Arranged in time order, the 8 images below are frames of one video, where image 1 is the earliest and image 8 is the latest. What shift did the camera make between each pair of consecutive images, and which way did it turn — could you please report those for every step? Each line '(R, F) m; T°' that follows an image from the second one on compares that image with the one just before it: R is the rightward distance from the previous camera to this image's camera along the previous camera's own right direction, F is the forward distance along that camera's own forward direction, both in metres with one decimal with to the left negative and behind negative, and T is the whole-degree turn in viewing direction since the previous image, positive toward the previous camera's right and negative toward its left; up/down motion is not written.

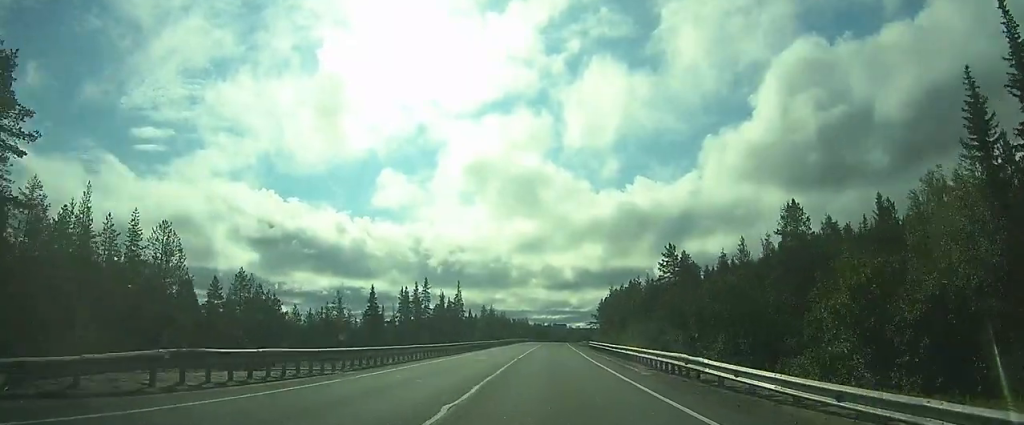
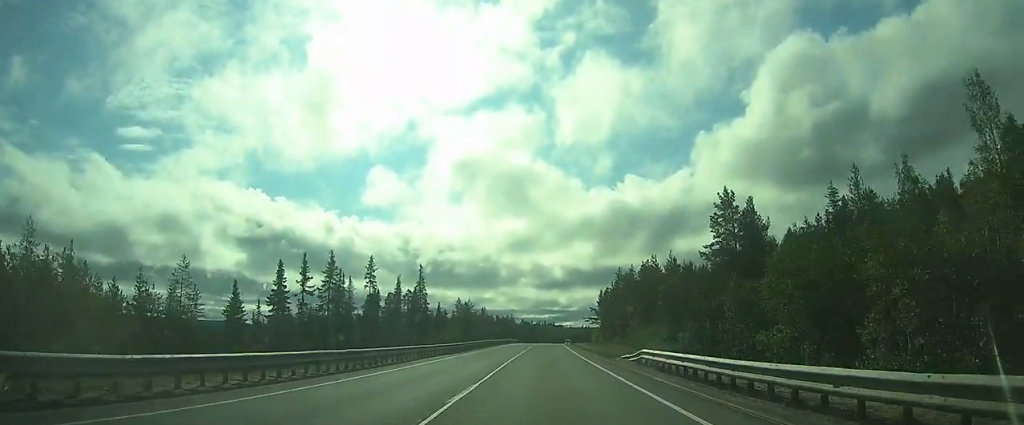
(0.0, +24.0) m; 0°
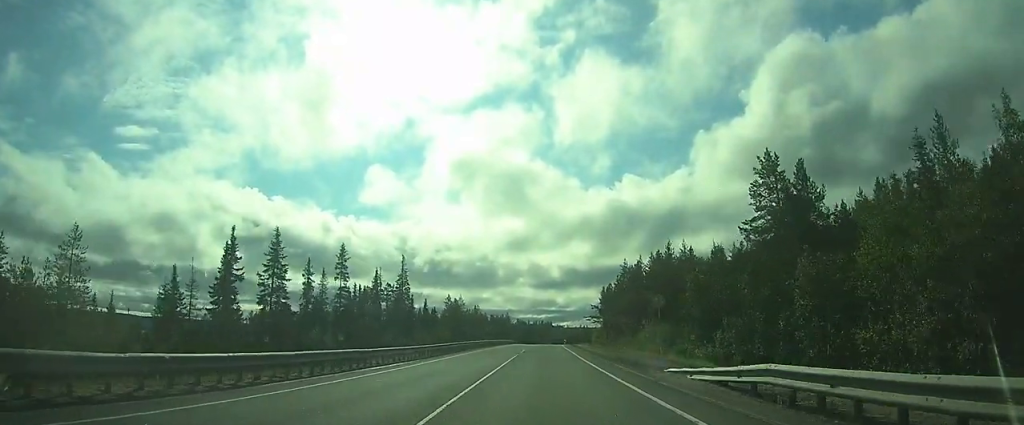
(0.0, +8.9) m; 0°
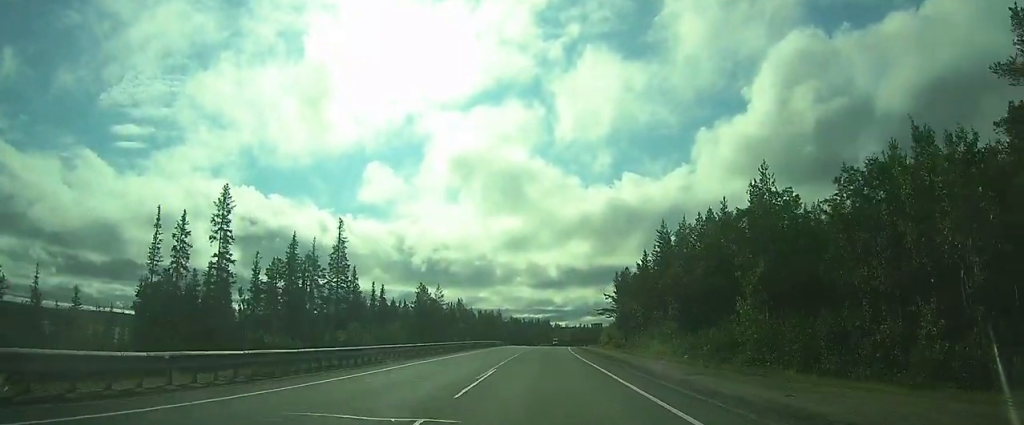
(0.0, +22.7) m; 0°
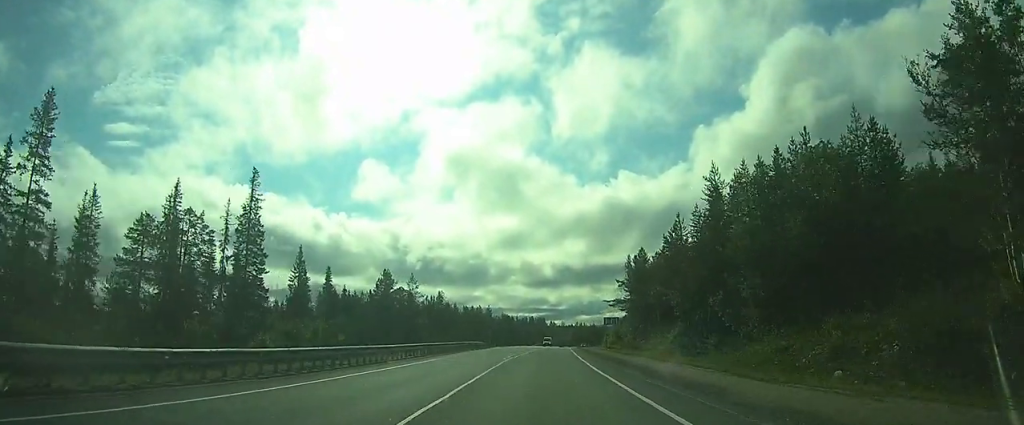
(0.0, +15.7) m; 0°
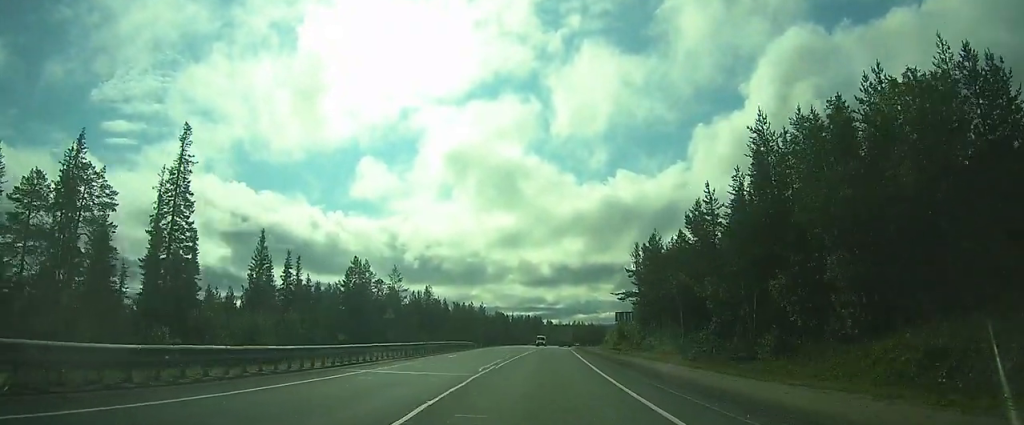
(0.0, +7.9) m; 0°
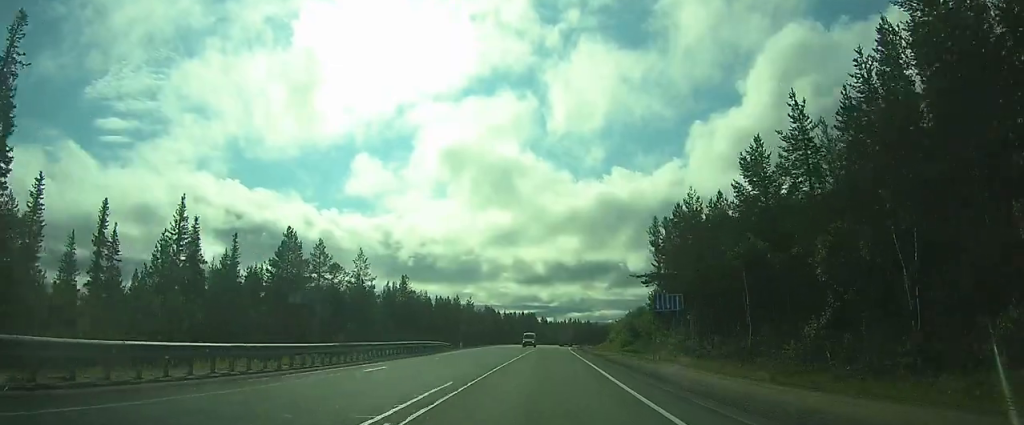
(0.0, +12.2) m; 0°
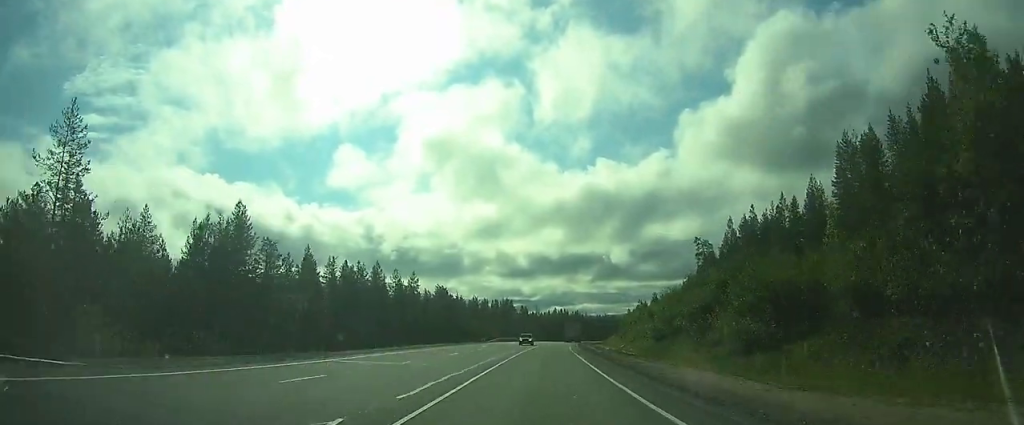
(0.0, +41.0) m; 0°
